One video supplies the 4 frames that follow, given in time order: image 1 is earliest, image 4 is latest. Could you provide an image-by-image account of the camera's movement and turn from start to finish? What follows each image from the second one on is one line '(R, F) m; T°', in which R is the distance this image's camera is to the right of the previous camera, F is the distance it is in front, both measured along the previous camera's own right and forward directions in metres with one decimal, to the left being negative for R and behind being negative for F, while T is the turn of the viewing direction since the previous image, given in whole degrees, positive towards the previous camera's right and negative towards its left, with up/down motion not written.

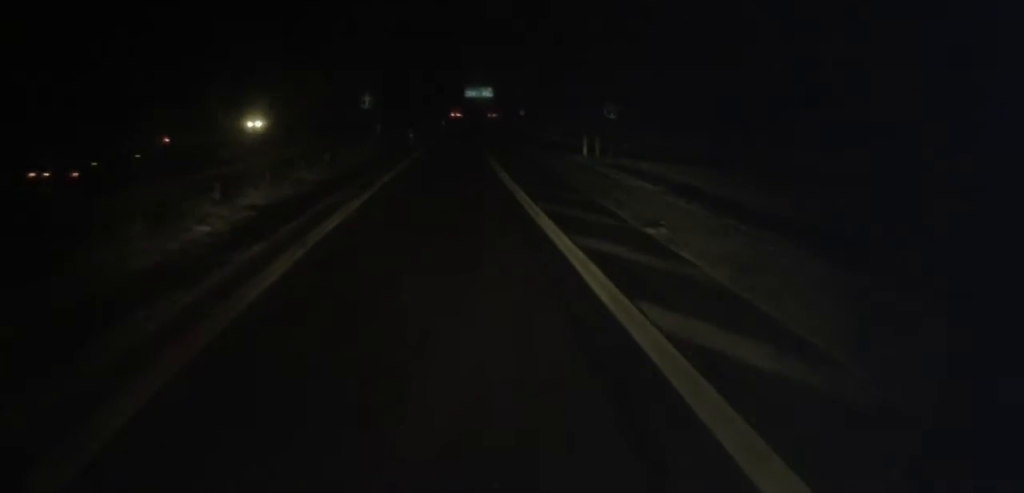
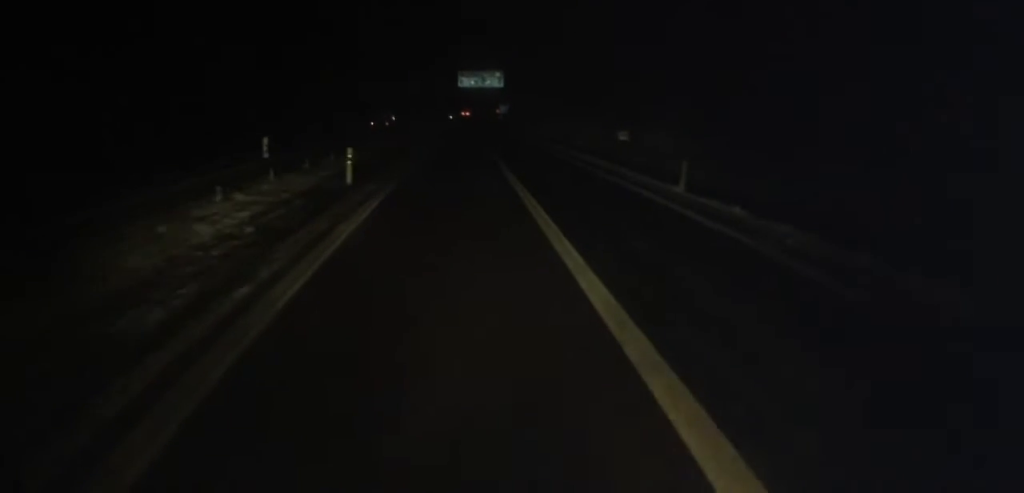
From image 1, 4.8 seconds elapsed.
(-1.5, +74.9) m; -1°
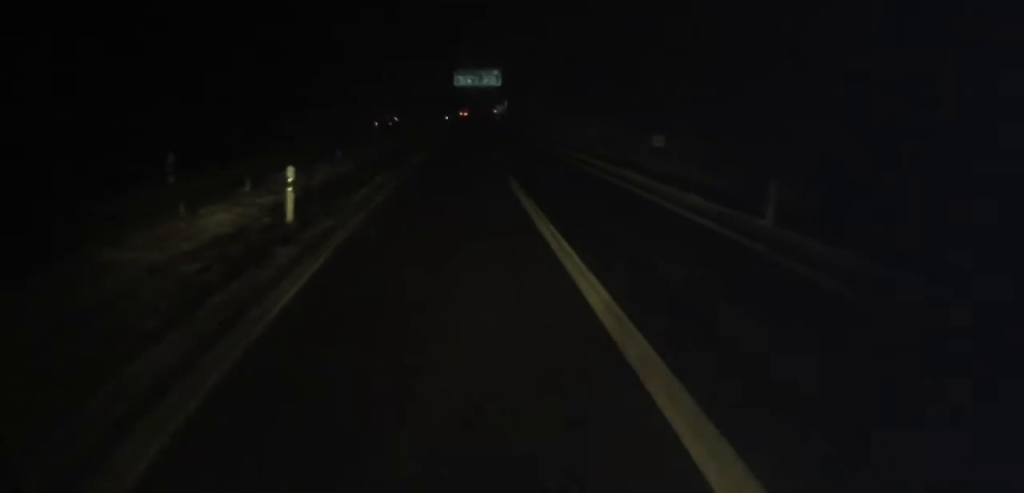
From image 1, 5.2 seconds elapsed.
(0.0, +6.0) m; 0°
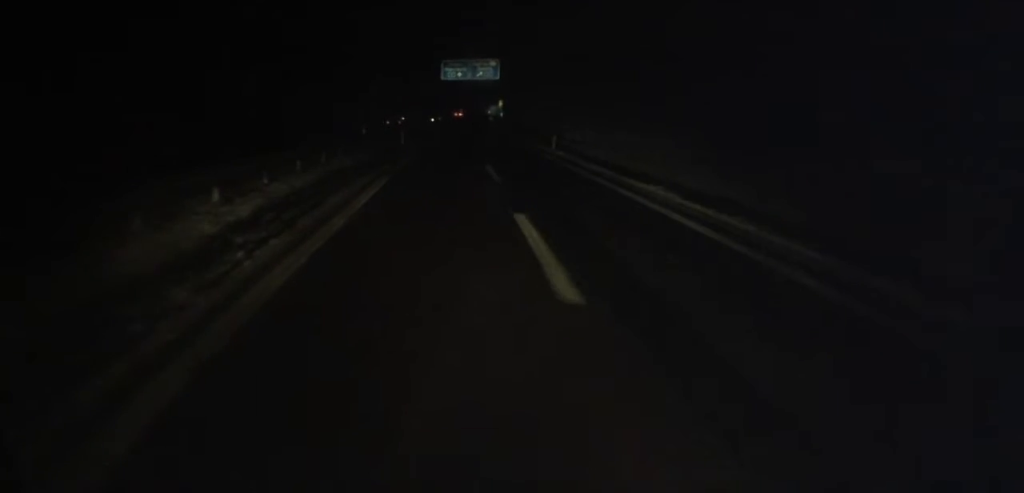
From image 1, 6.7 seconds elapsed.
(-0.1, +22.4) m; +1°
